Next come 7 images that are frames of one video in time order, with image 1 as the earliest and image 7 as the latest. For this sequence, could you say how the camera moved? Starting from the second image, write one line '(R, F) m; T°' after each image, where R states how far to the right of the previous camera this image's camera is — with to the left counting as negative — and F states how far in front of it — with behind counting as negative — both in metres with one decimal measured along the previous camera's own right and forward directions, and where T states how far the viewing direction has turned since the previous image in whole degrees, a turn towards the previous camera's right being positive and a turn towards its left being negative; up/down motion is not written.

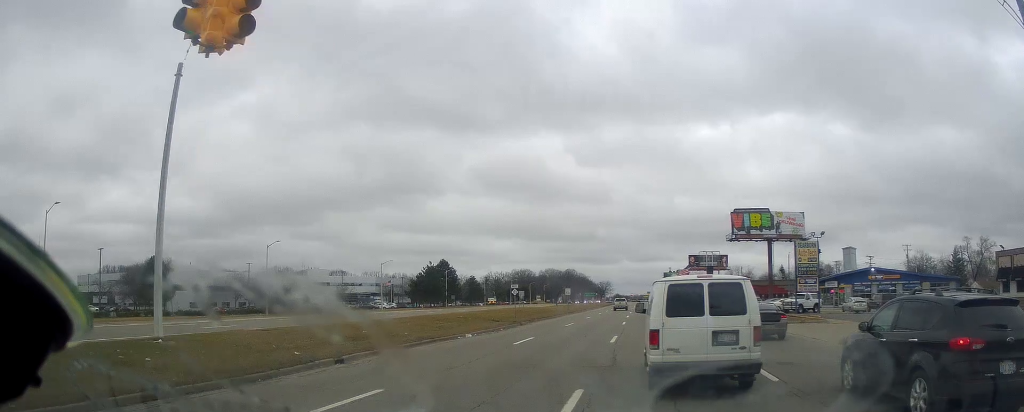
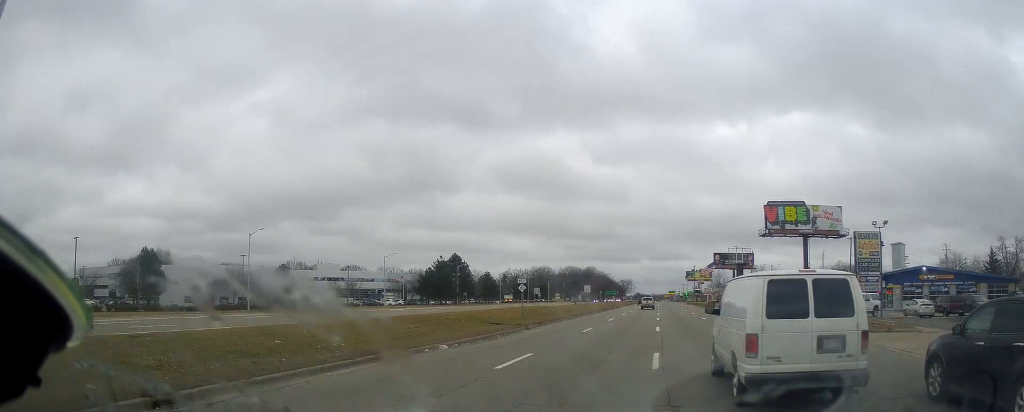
(-0.1, +7.9) m; +1°
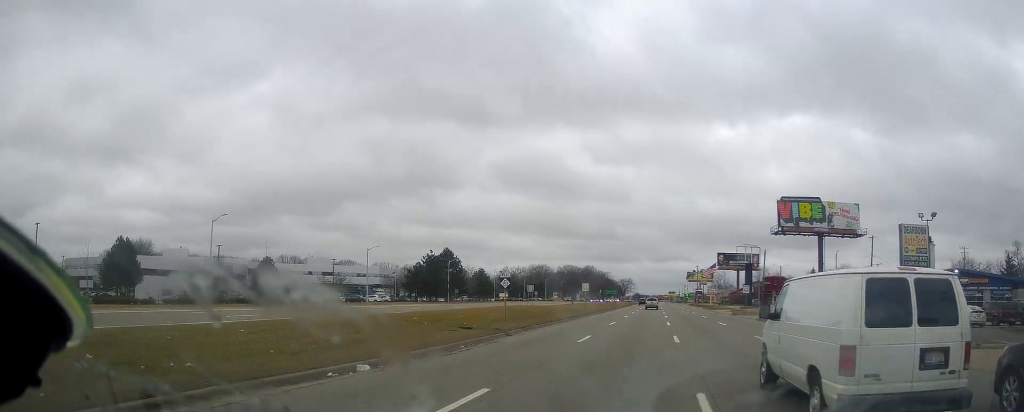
(+0.4, +6.9) m; 0°
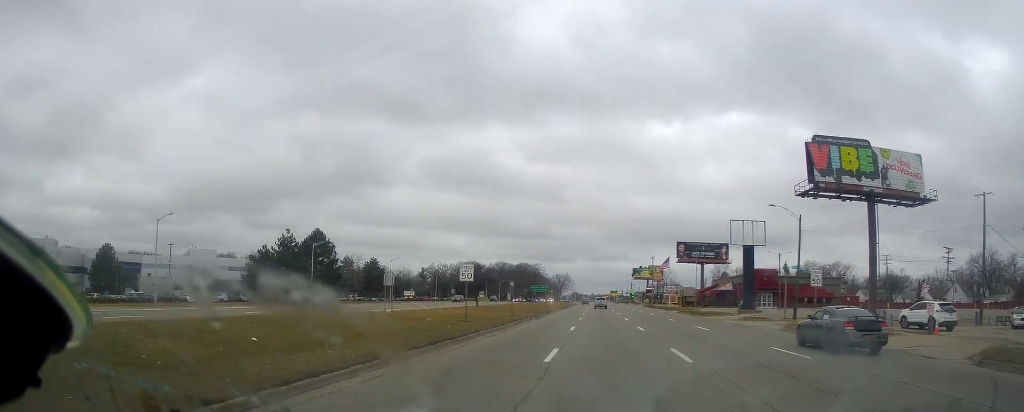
(-1.1, +36.3) m; -1°
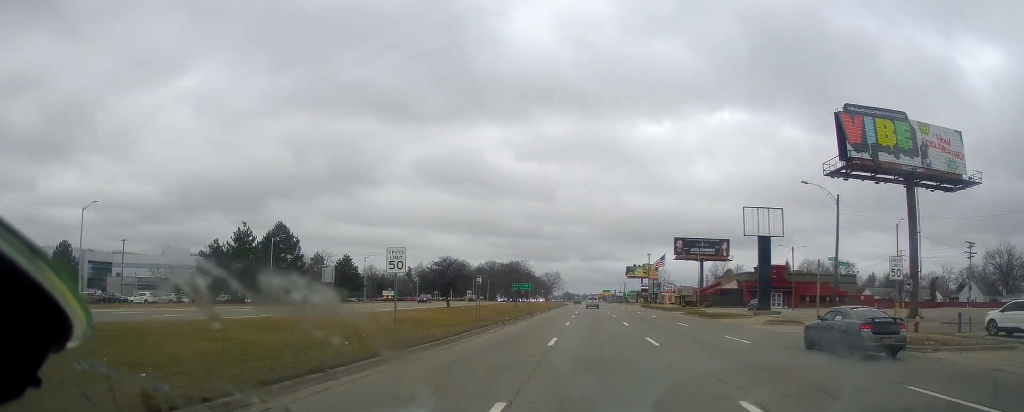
(-0.1, +9.7) m; +1°
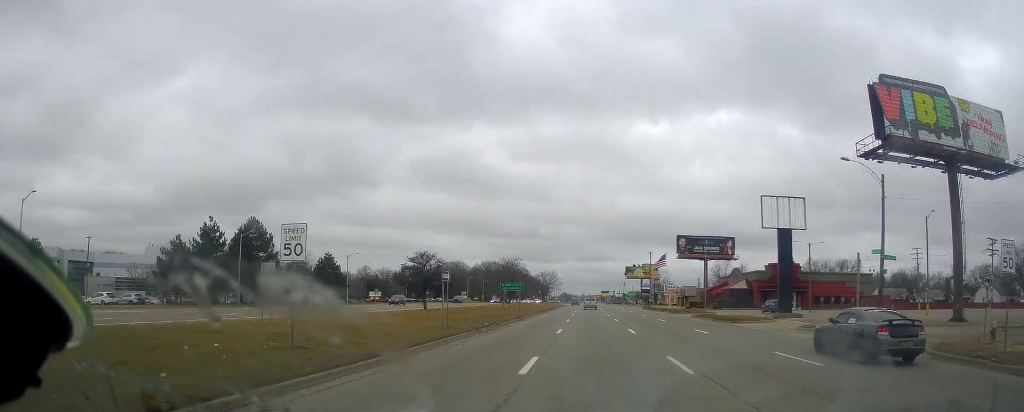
(+0.2, +7.5) m; +1°
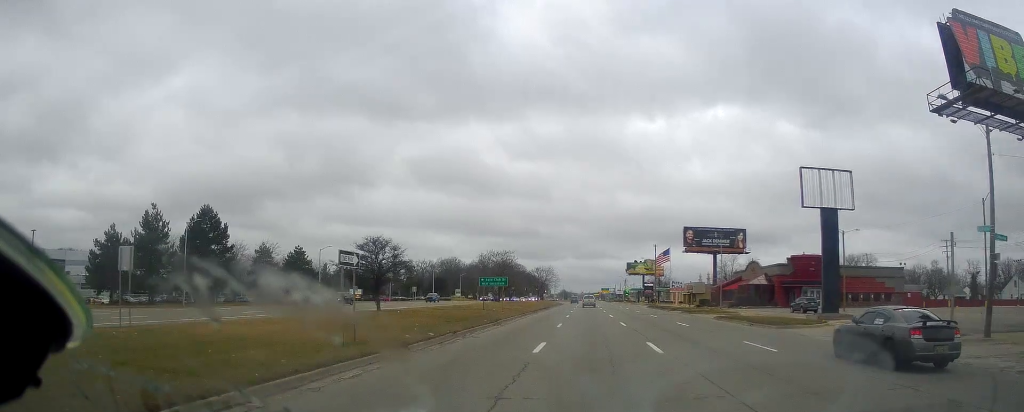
(+0.2, +11.1) m; +1°
